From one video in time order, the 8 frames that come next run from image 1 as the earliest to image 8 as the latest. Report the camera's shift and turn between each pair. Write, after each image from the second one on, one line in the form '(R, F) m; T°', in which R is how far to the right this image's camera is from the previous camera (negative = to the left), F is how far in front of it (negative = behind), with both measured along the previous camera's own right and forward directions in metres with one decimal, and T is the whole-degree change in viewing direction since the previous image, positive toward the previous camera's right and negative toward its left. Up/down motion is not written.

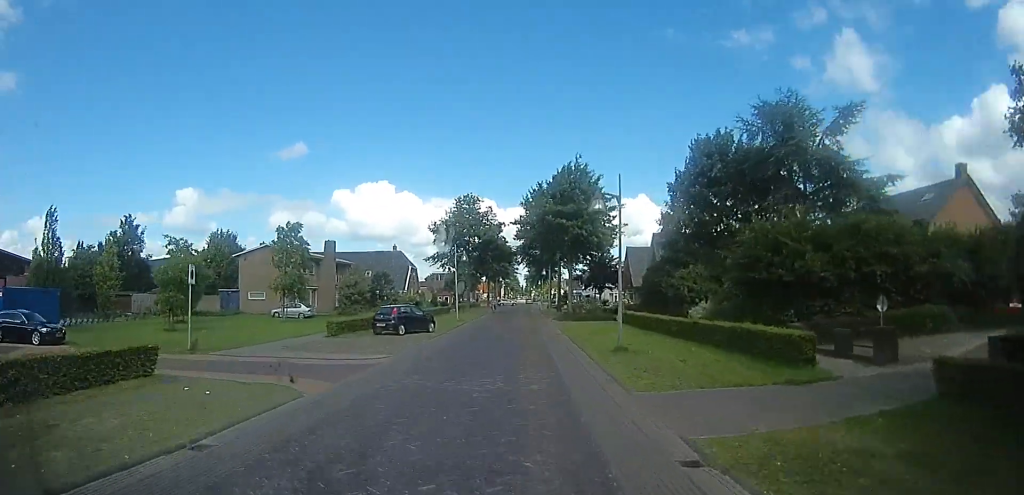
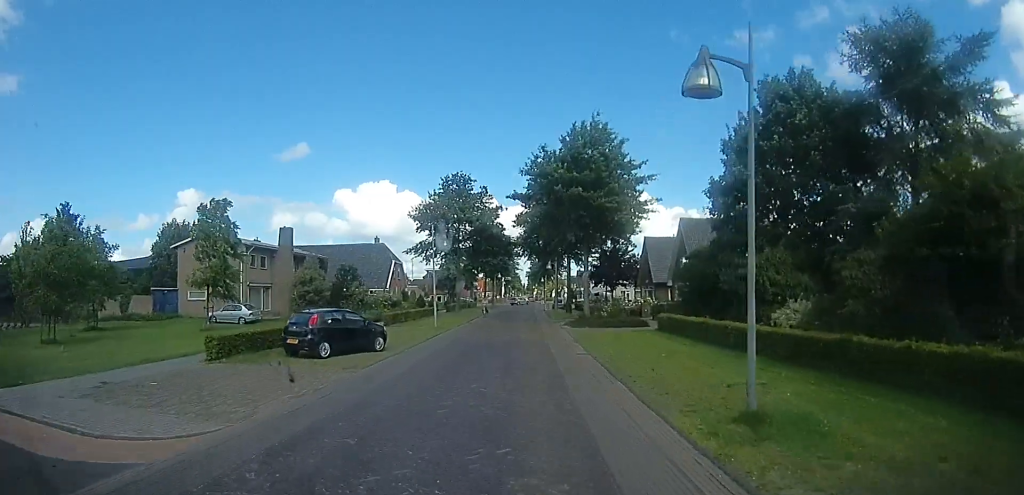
(+0.8, +10.0) m; 0°
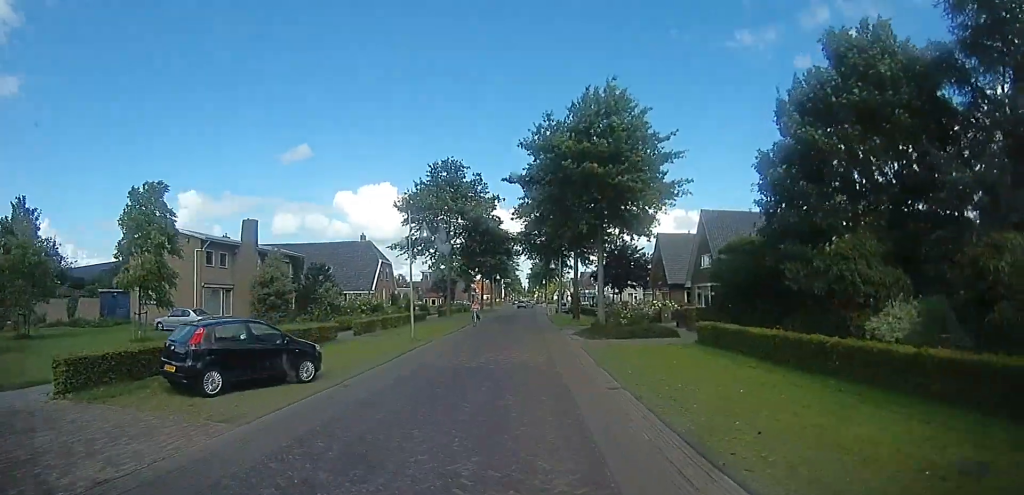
(-0.8, +6.0) m; 0°
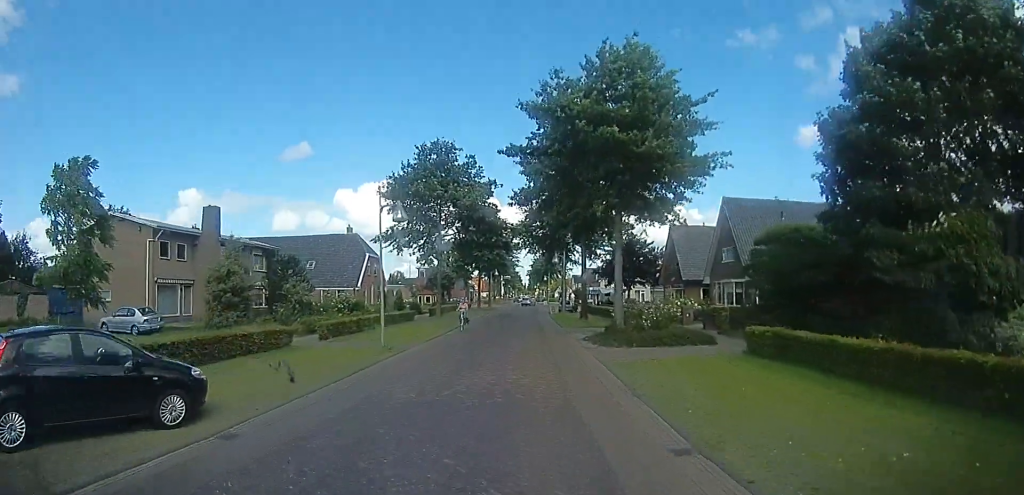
(+0.5, +4.8) m; +1°
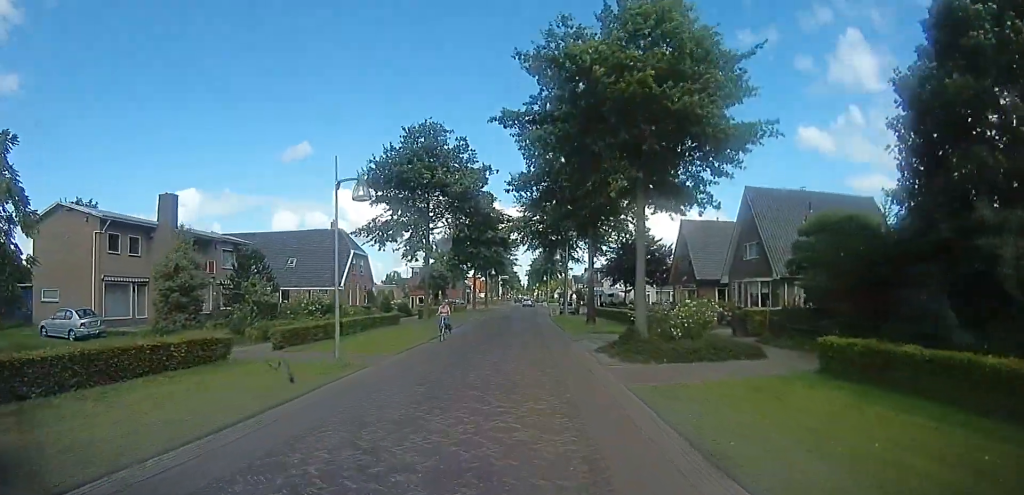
(+0.5, +4.2) m; +1°
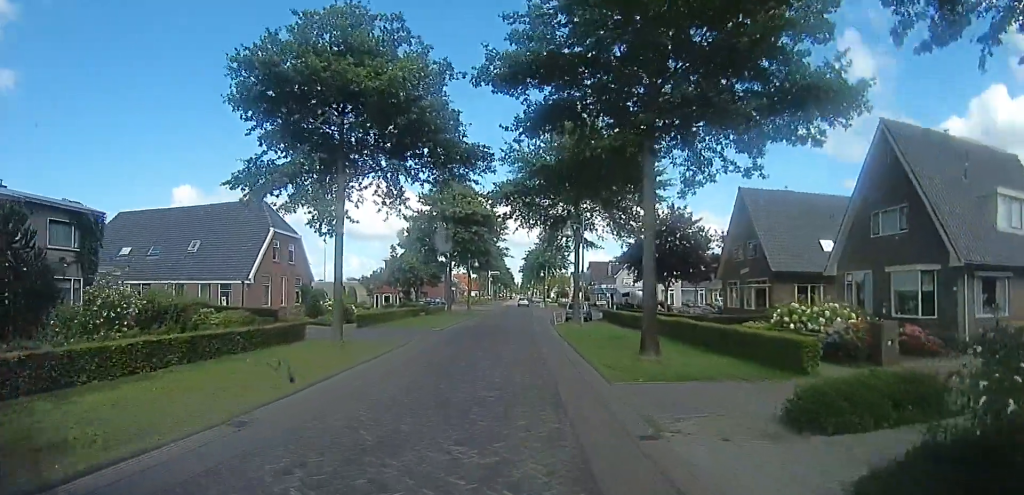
(-1.4, +14.7) m; -6°
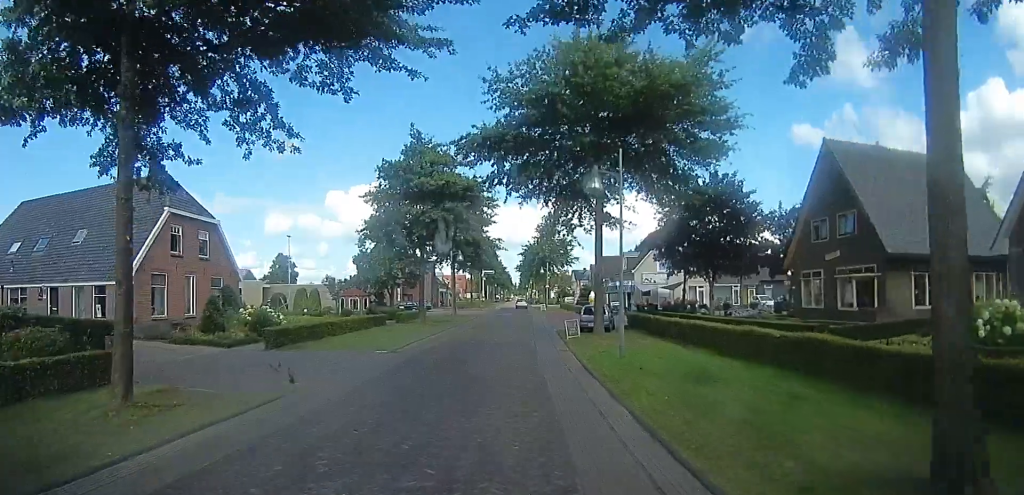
(0.0, +10.8) m; 0°
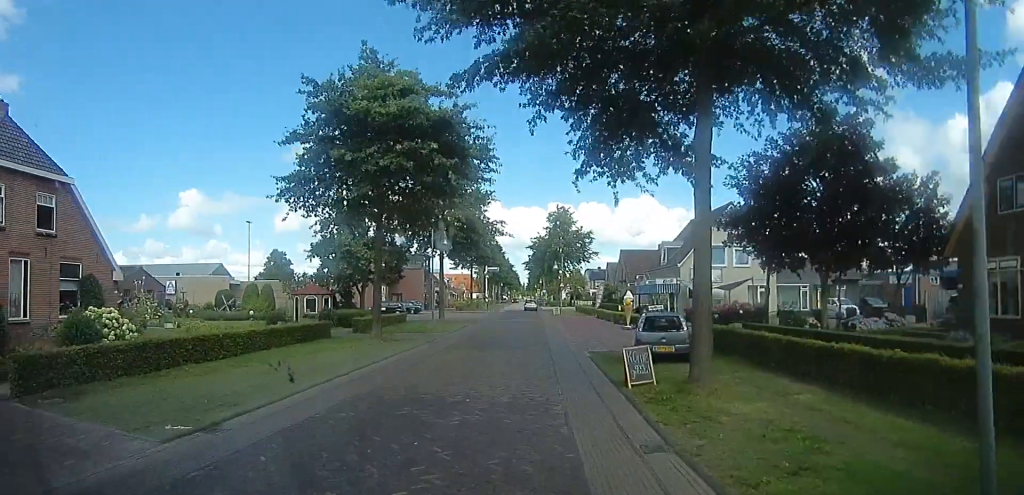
(-0.3, +11.5) m; -1°
